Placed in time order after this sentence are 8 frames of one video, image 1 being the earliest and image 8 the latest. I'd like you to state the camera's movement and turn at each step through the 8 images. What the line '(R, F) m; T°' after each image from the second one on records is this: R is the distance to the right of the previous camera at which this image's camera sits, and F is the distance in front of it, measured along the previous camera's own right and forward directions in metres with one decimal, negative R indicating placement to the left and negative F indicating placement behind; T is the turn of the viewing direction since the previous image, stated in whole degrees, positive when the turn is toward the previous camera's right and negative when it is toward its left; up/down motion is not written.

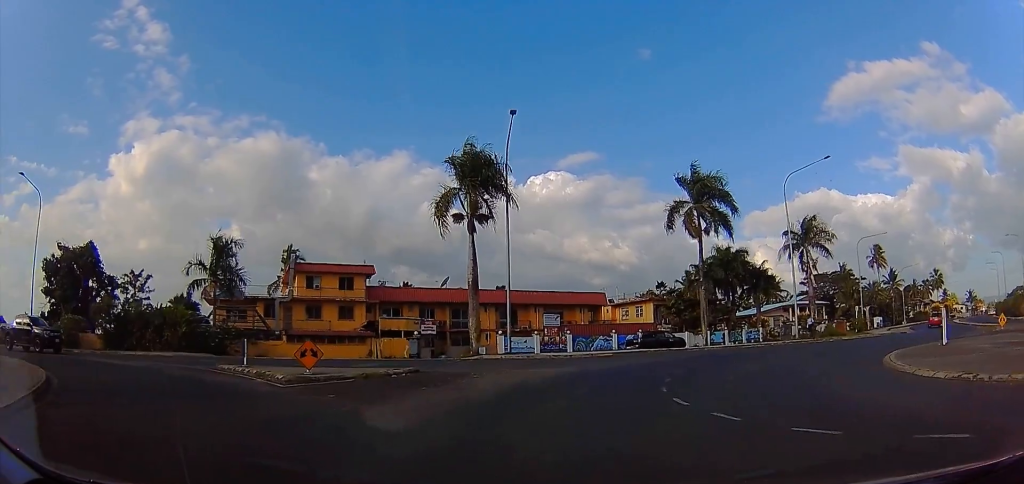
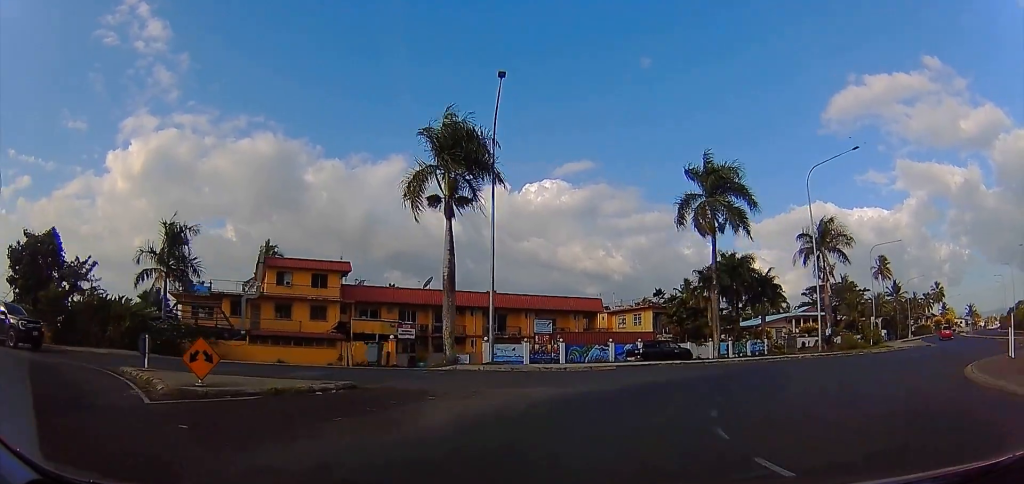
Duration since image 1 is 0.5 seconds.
(-0.6, +4.3) m; +11°
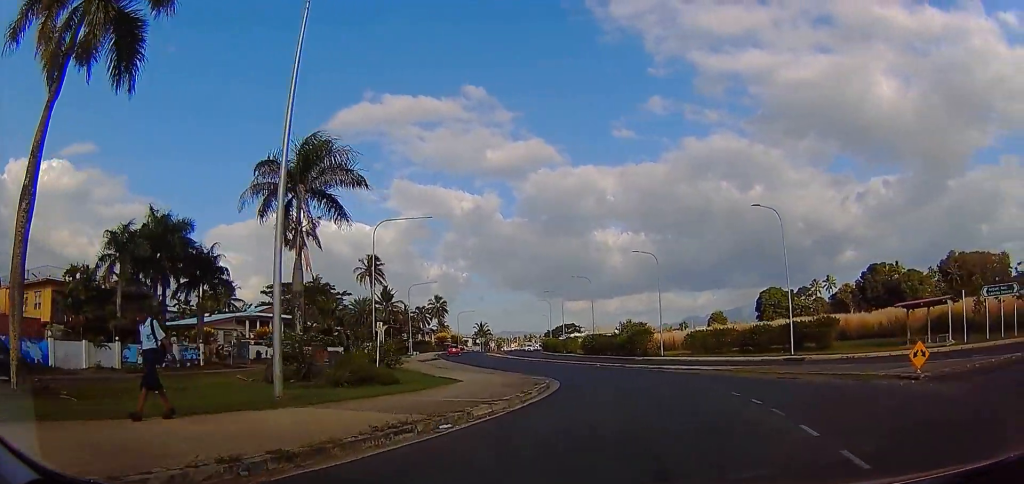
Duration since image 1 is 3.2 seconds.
(+10.2, +18.0) m; +45°
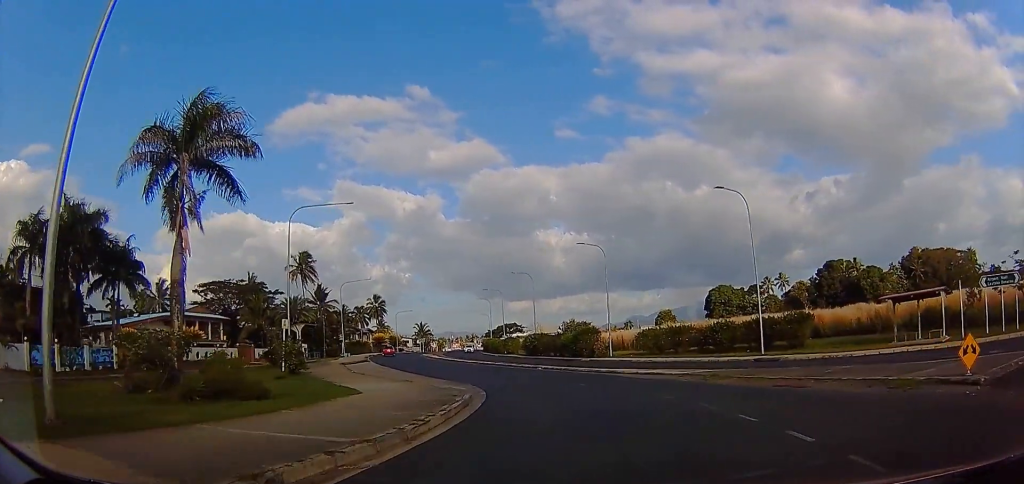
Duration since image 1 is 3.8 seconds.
(+0.3, +4.5) m; +5°
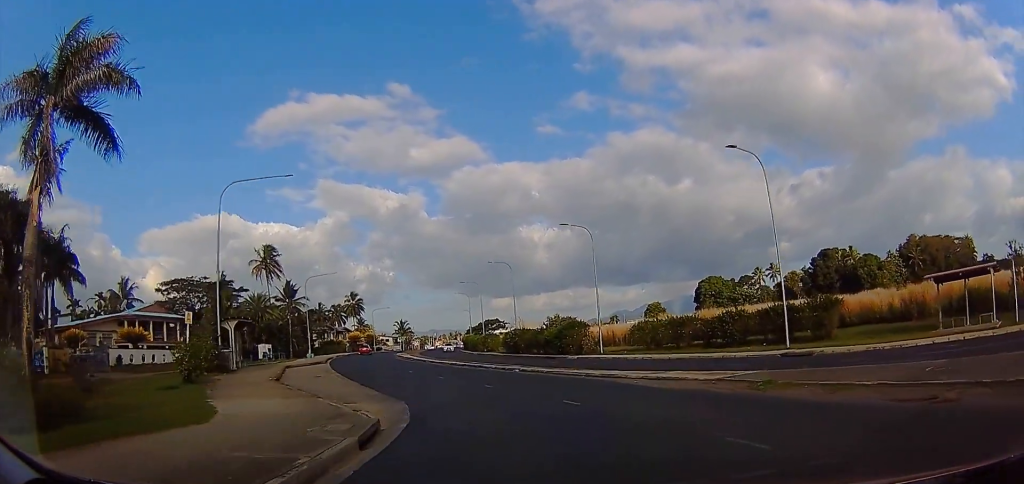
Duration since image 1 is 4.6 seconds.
(+0.4, +6.3) m; -1°
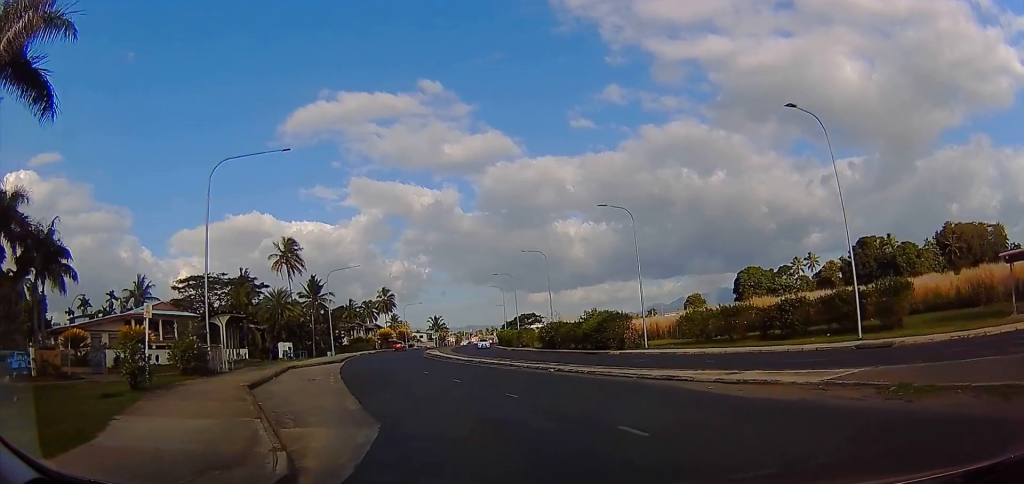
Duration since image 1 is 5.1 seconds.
(-0.2, +4.4) m; -5°
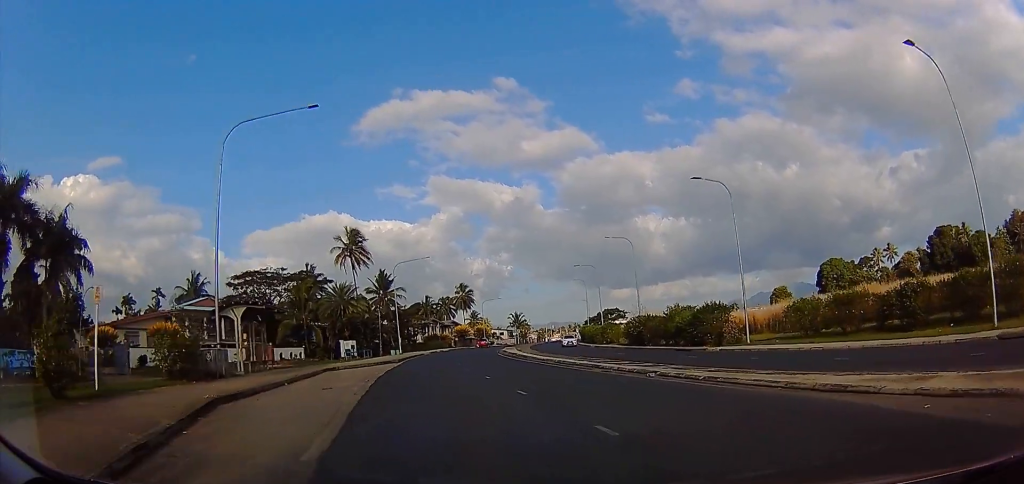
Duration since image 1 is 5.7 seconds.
(+0.1, +5.6) m; -8°
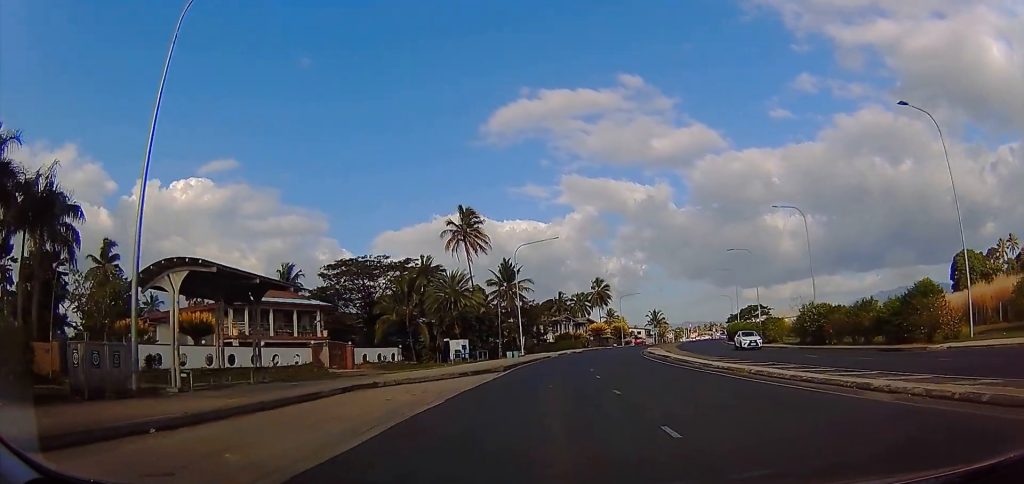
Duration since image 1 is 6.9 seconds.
(-1.8, +12.1) m; -8°
